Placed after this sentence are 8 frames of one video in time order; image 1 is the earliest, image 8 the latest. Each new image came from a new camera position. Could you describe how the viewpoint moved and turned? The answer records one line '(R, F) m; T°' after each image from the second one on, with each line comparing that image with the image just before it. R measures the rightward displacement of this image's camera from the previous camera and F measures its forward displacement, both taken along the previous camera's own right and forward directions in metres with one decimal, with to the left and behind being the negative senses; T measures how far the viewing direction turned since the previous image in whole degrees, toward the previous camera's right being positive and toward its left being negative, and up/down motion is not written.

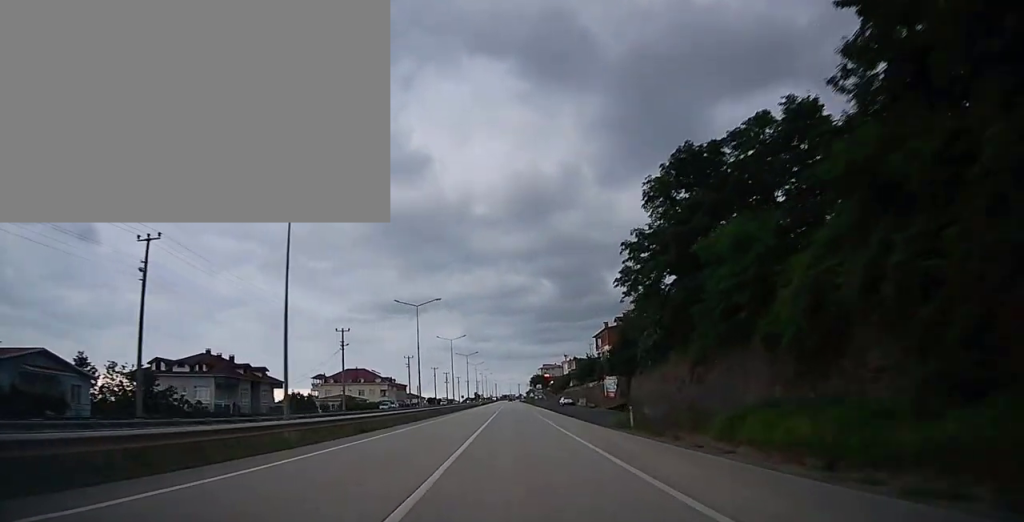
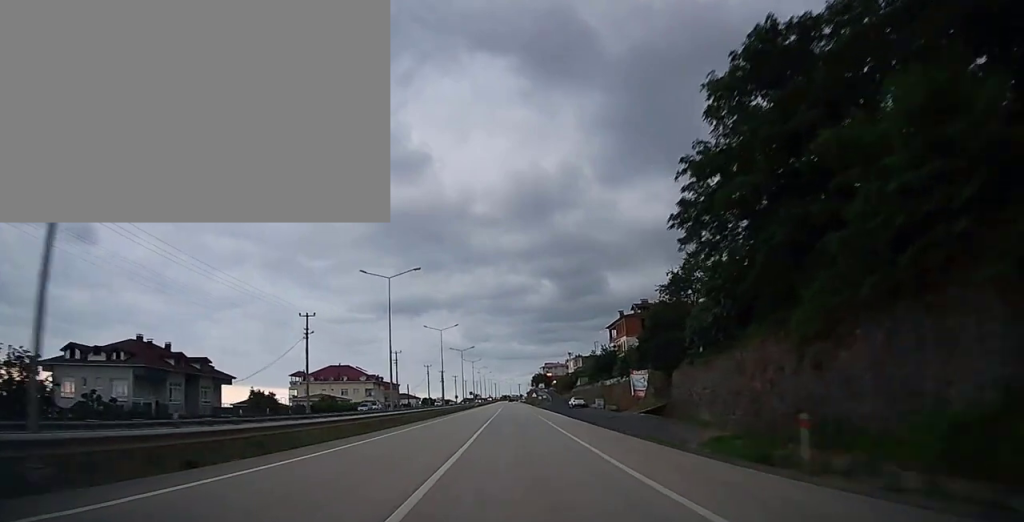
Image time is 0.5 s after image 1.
(0.0, +14.2) m; 0°
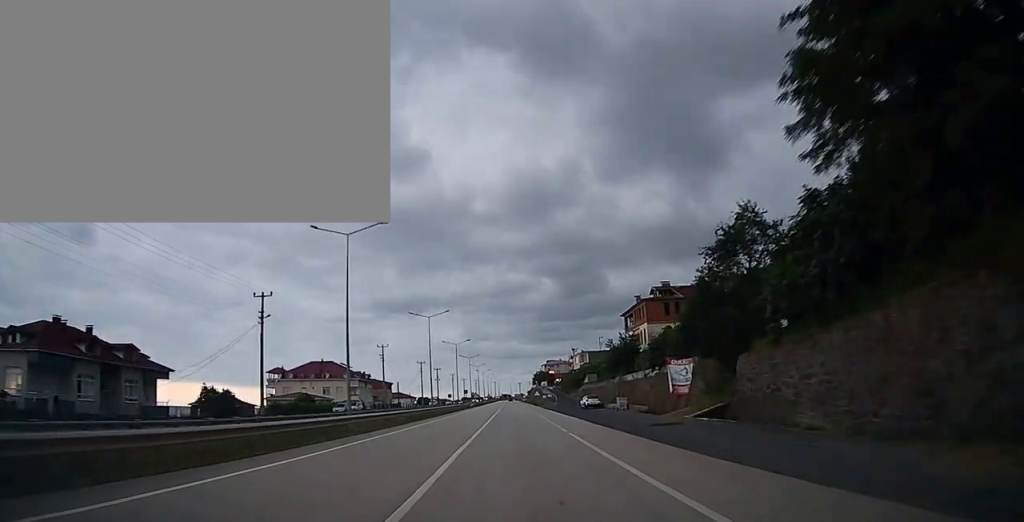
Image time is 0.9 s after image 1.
(0.0, +12.2) m; 0°
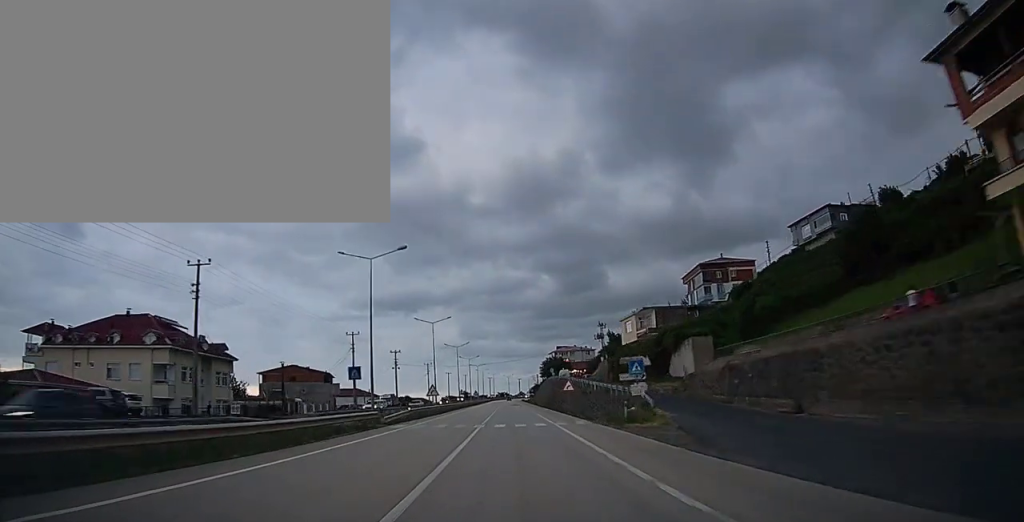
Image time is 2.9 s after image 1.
(+0.1, +62.1) m; 0°
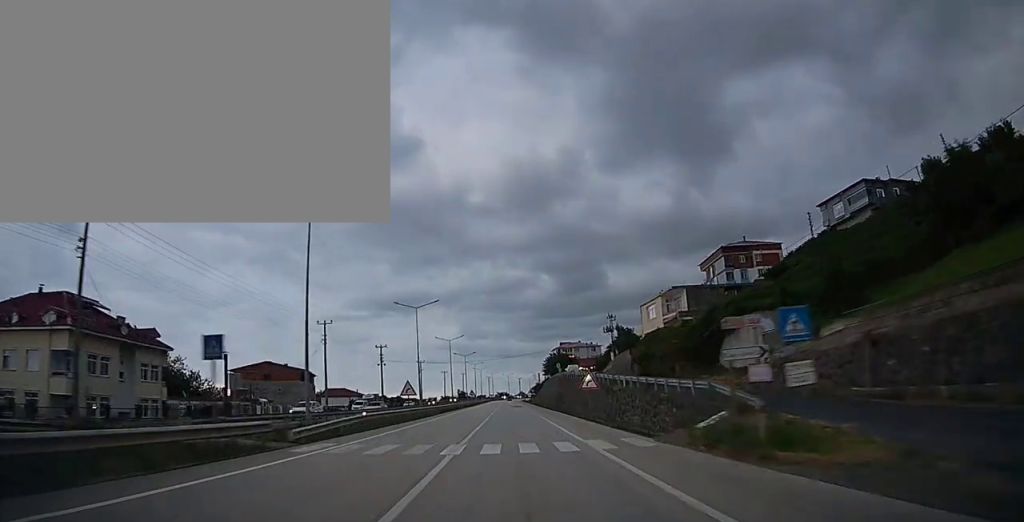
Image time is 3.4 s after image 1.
(0.0, +12.9) m; 0°
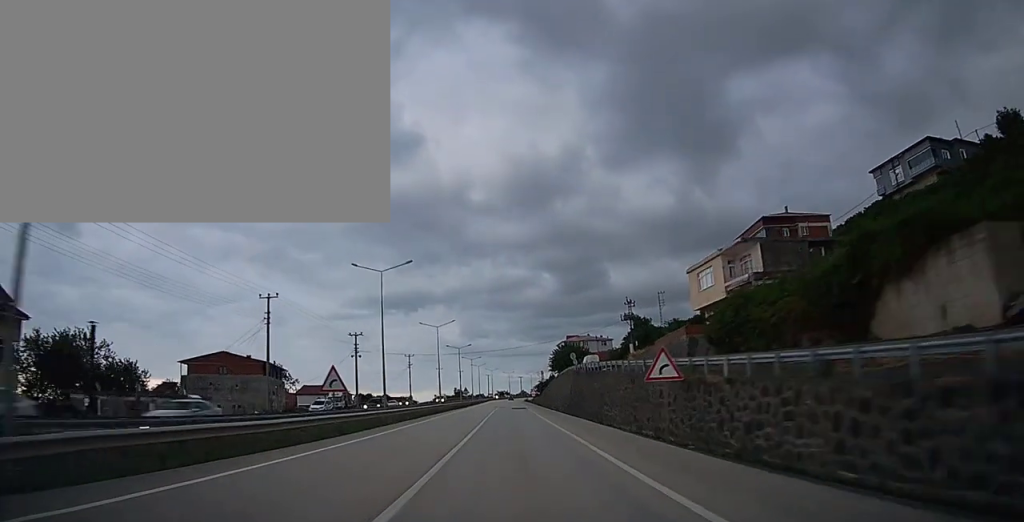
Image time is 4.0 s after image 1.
(0.0, +17.7) m; 0°
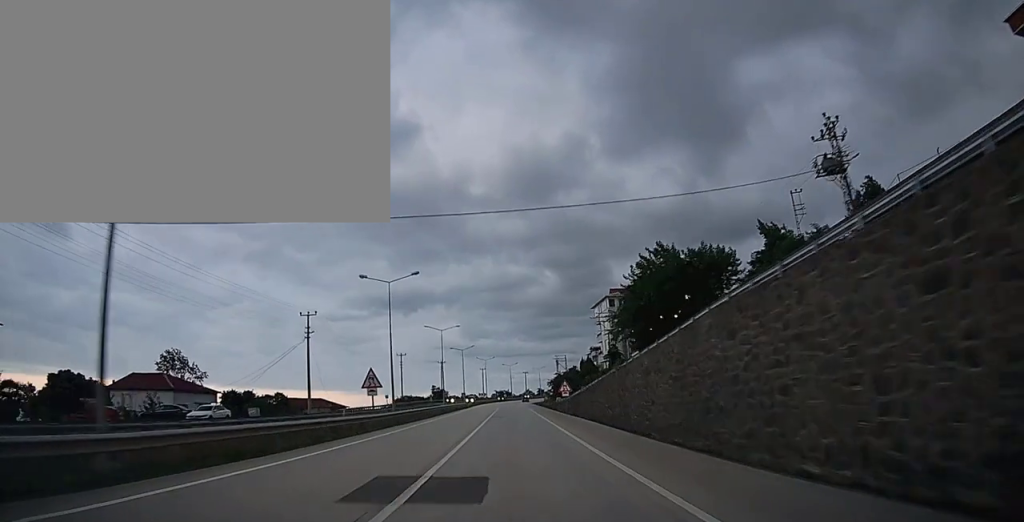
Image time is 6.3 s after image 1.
(-0.2, +67.0) m; 0°
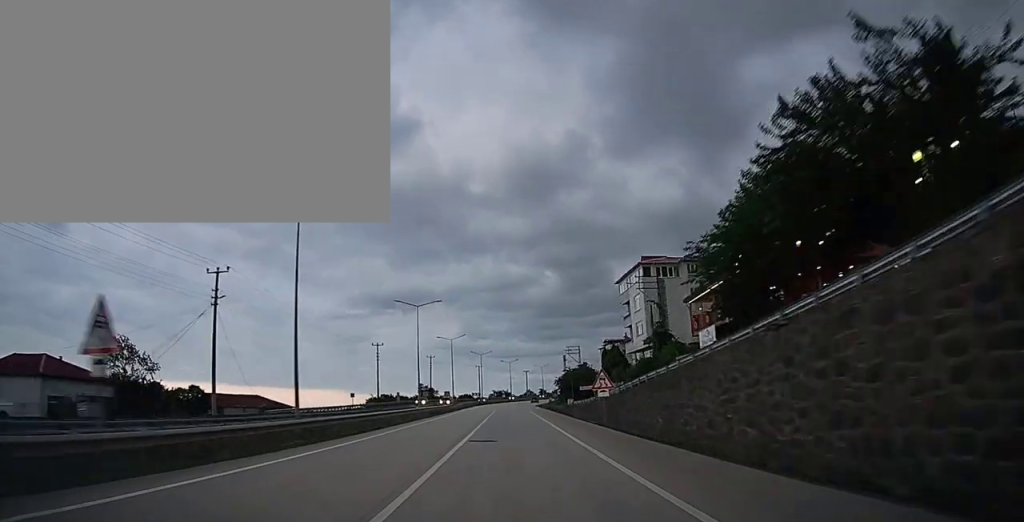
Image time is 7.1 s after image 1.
(-0.1, +21.5) m; 0°
